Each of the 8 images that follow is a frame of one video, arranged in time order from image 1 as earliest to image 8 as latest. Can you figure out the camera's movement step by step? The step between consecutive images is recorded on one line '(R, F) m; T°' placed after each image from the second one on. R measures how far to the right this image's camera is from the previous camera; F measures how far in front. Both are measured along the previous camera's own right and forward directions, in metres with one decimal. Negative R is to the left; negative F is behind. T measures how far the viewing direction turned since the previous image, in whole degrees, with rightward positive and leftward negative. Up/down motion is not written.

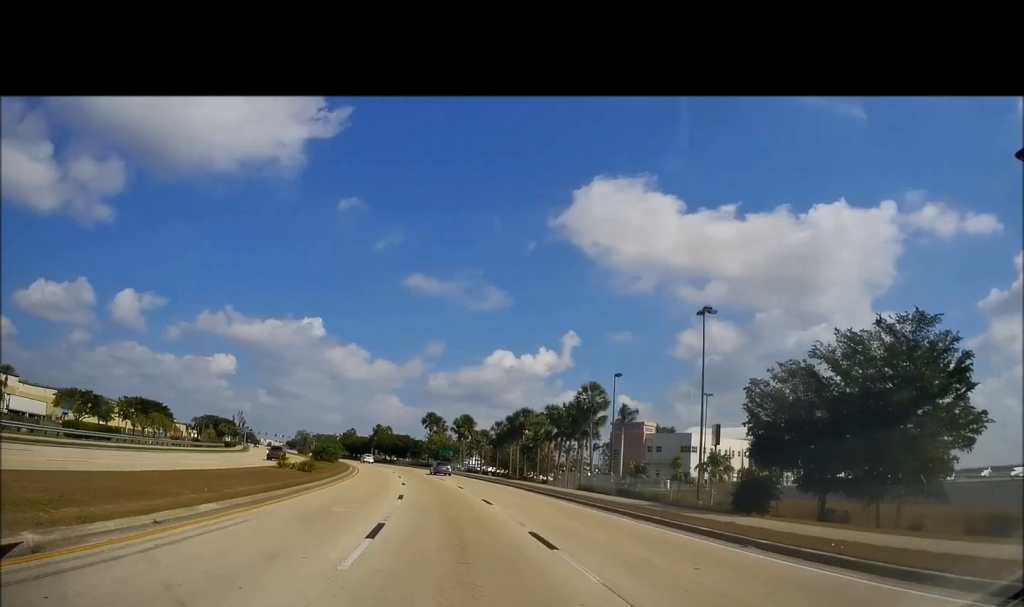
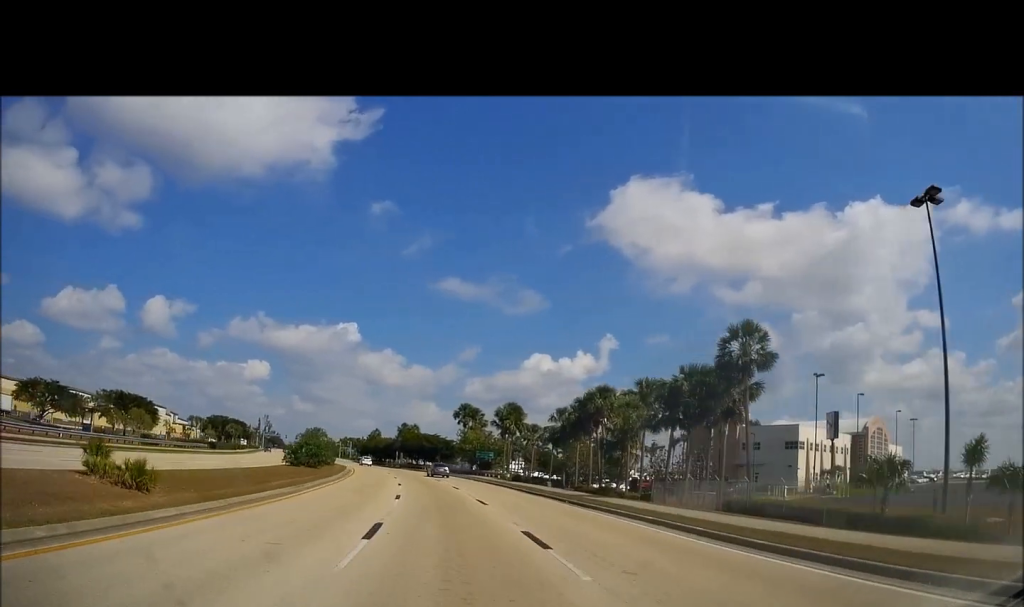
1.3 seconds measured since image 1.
(-0.4, +23.9) m; -5°
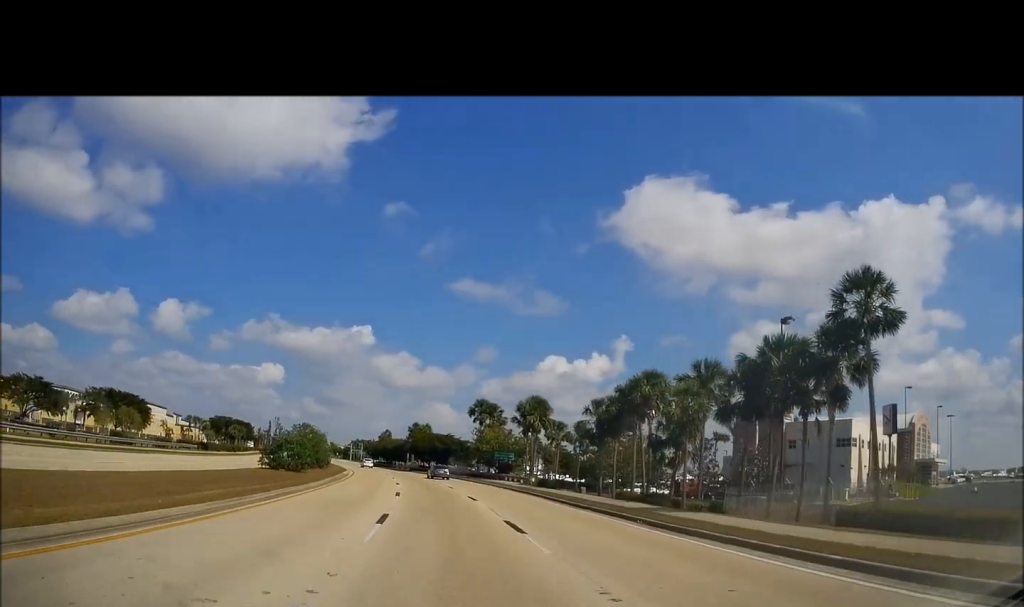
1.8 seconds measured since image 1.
(-0.5, +9.0) m; -2°
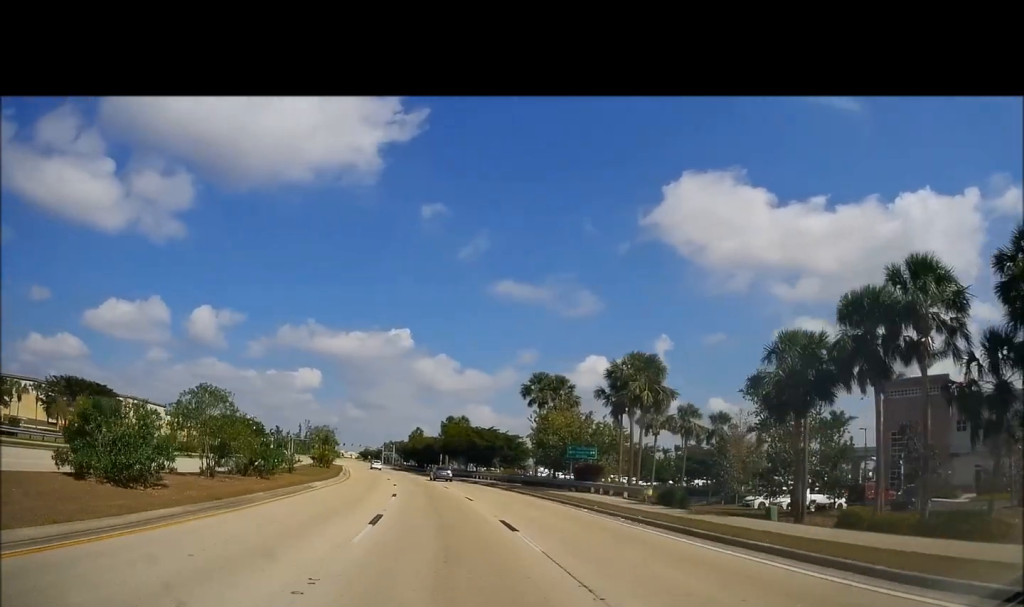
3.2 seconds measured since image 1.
(-0.3, +24.3) m; -2°
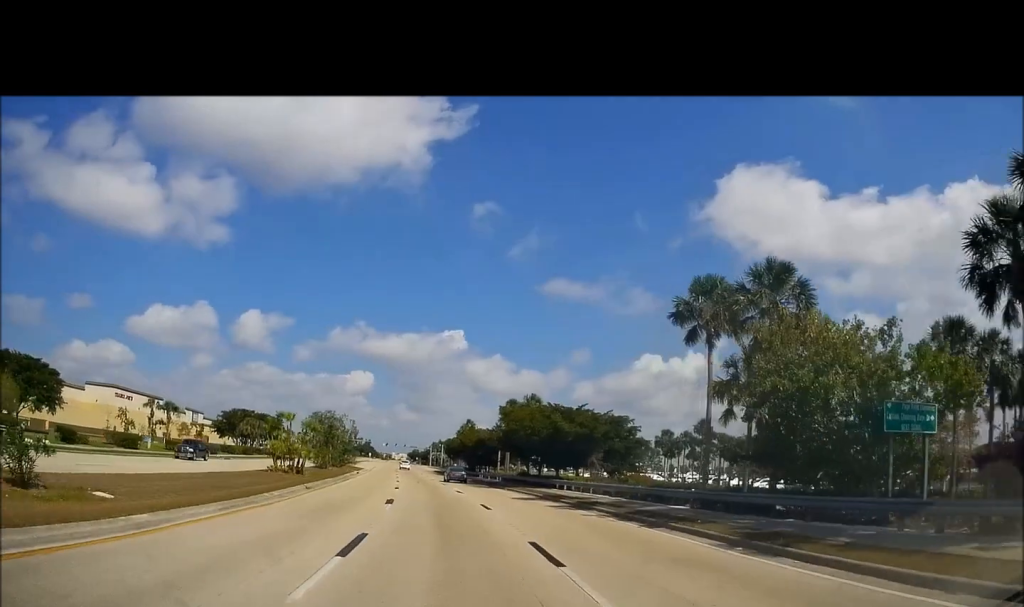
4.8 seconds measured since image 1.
(-1.9, +29.2) m; -6°
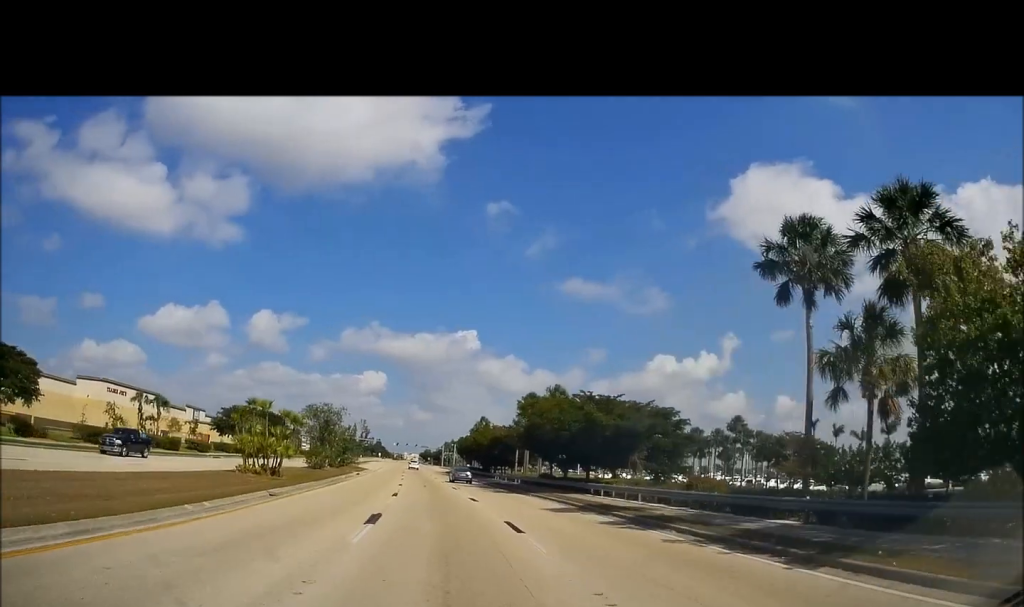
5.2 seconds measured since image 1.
(-0.1, +7.5) m; -1°
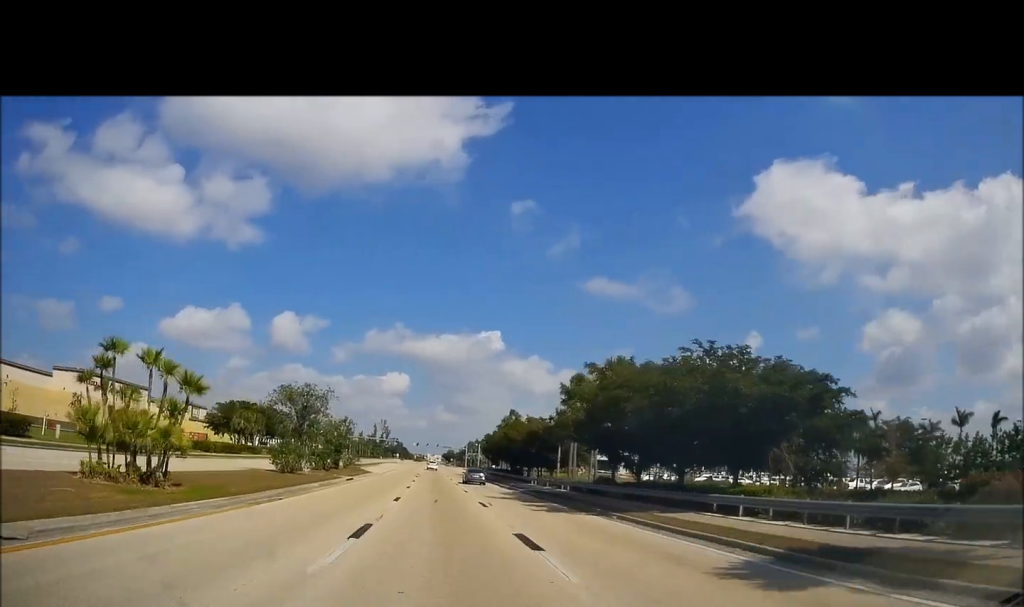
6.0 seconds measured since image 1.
(+0.5, +15.0) m; -1°
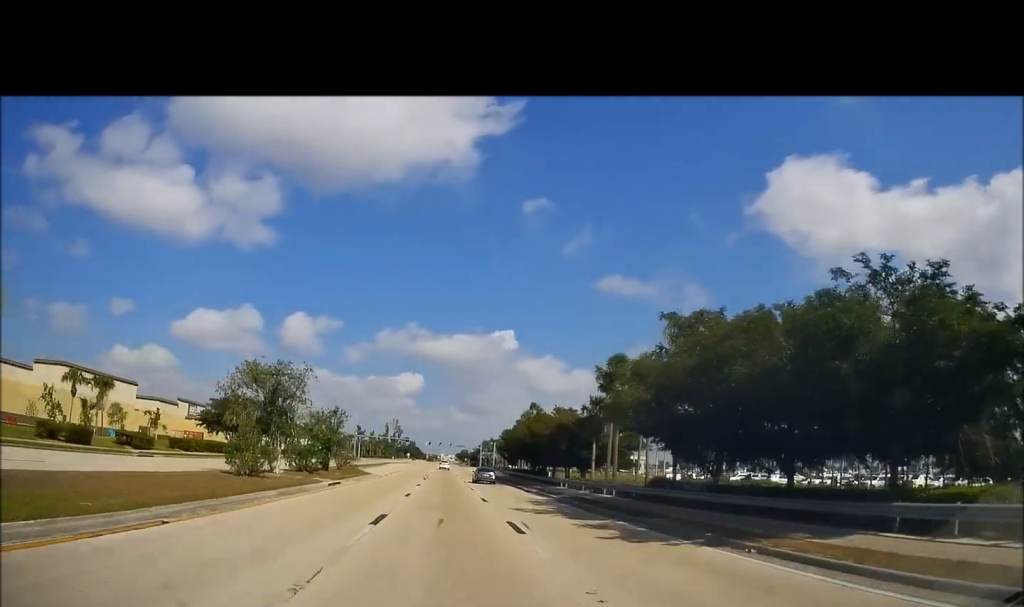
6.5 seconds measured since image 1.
(-0.5, +9.5) m; -2°
